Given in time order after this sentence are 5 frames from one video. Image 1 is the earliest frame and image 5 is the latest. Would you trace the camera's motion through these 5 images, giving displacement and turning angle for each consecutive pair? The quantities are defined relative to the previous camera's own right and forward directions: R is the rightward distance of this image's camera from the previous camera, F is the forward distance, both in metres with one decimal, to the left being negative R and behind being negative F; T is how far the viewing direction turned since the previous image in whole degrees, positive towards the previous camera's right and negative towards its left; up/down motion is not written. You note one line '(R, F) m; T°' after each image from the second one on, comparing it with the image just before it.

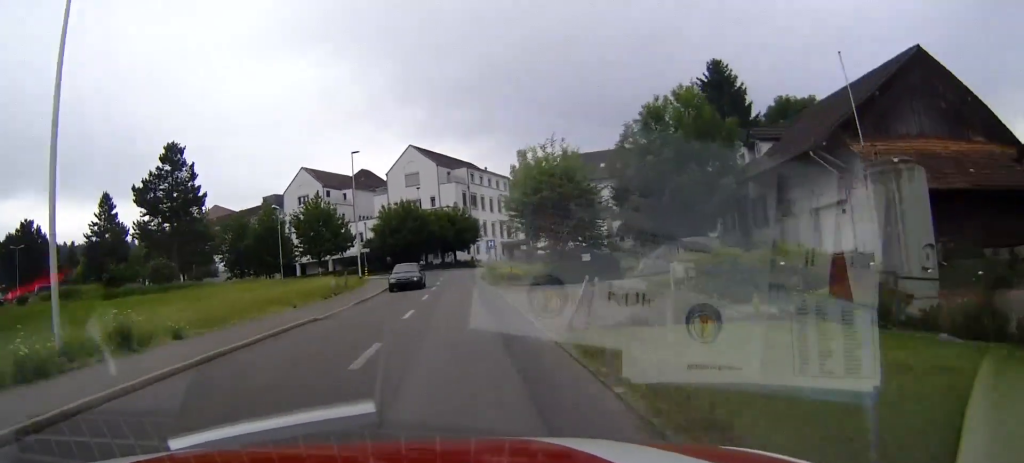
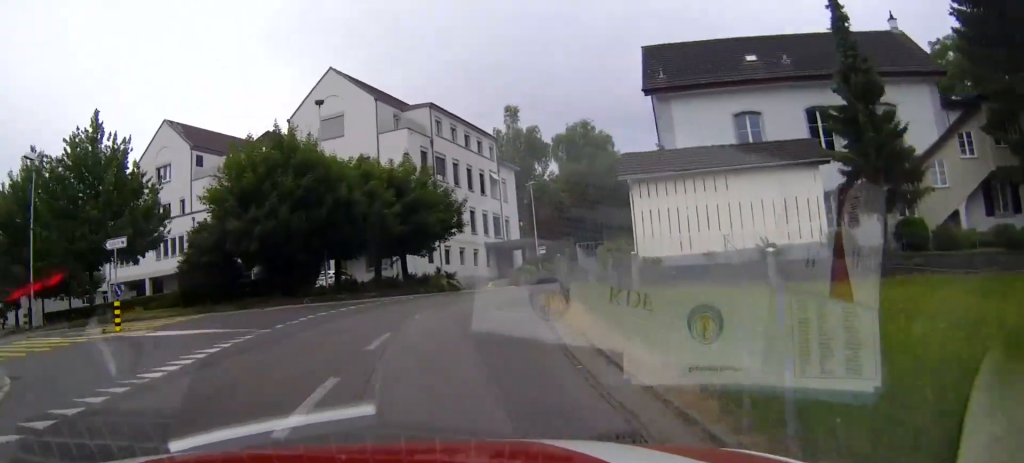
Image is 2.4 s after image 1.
(+4.6, +43.6) m; +12°
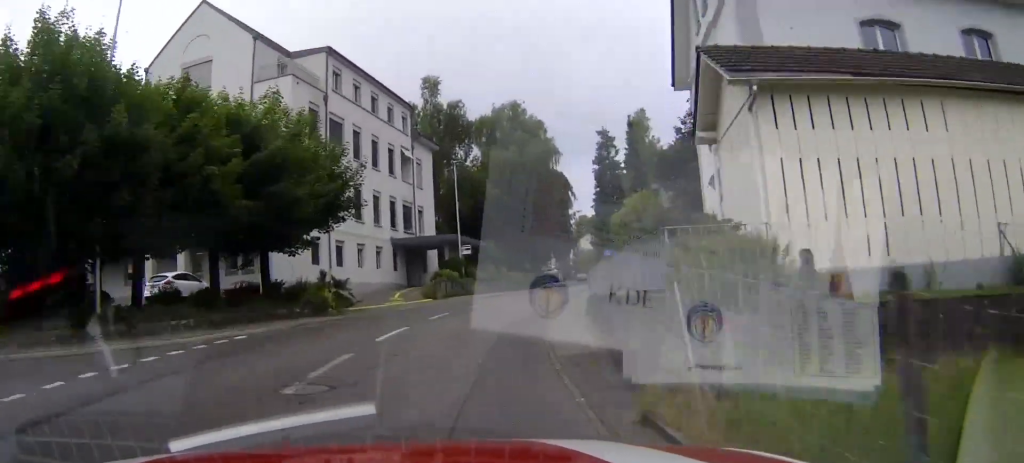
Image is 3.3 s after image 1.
(+0.2, +16.1) m; +1°
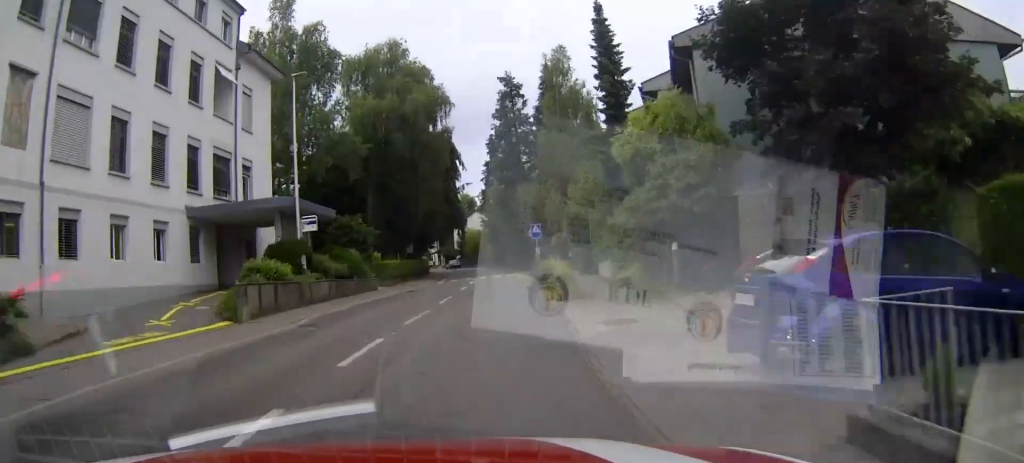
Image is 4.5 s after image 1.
(0.0, +21.1) m; 0°
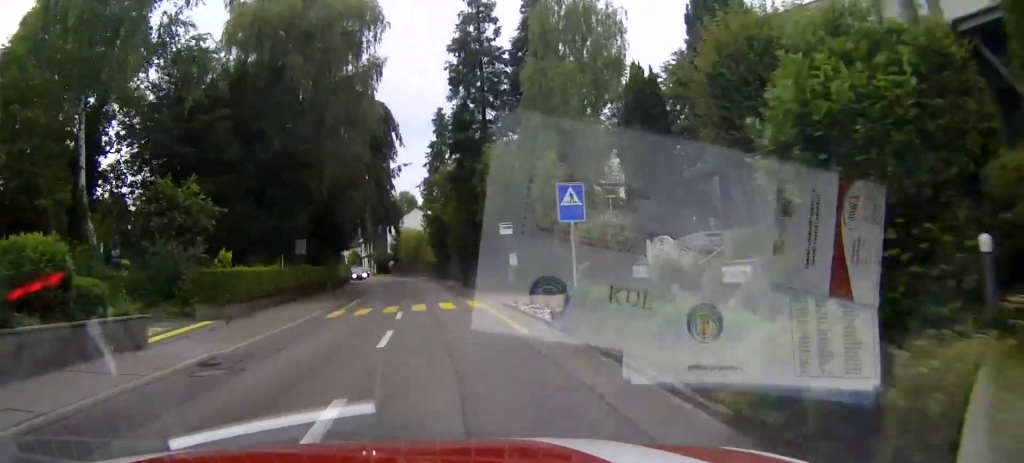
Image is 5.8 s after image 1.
(+0.8, +23.9) m; +6°
